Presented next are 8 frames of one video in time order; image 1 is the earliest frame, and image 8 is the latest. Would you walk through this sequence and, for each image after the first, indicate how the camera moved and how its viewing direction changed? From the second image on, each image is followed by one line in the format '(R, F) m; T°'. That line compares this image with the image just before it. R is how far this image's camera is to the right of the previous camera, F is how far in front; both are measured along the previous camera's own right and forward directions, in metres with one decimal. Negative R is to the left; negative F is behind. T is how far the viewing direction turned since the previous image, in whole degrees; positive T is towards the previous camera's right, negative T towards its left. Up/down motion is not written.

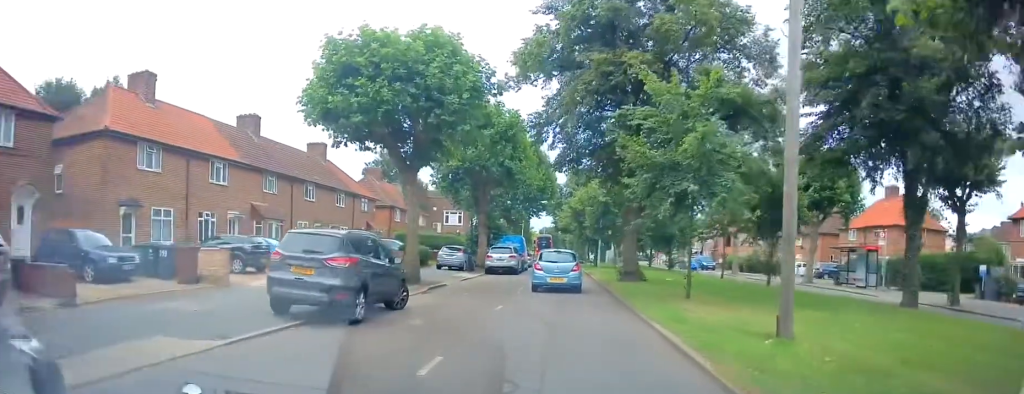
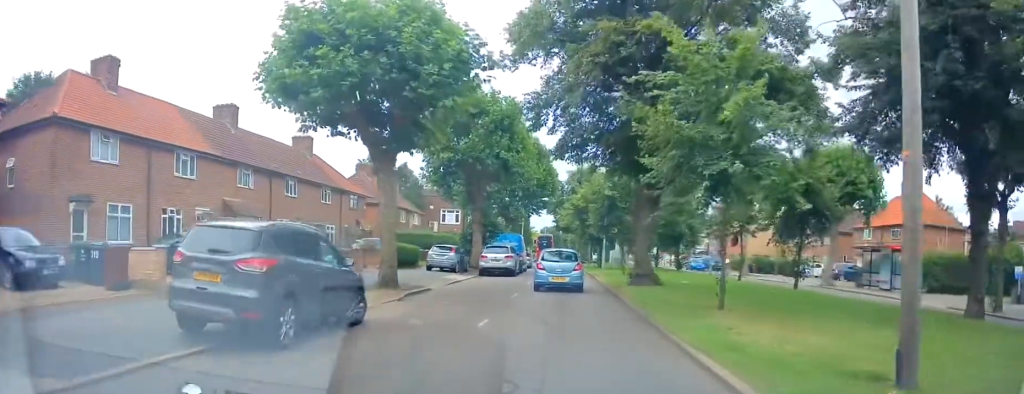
(+0.1, +2.8) m; +2°
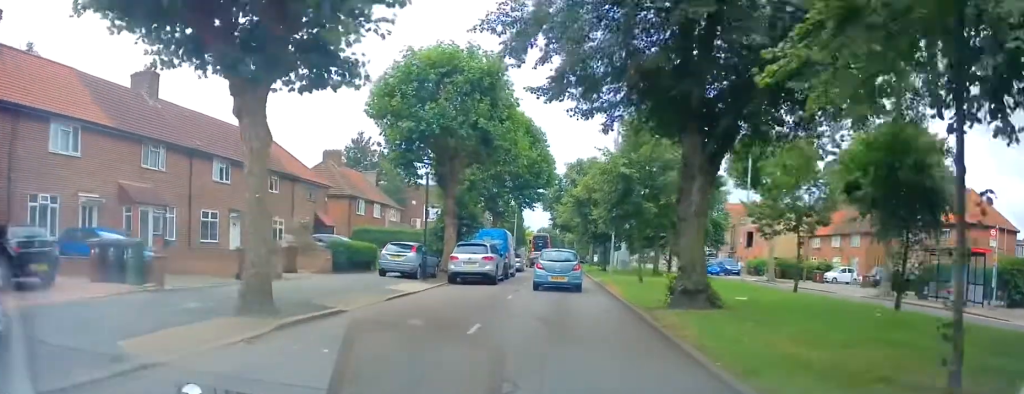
(+0.2, +7.6) m; +1°
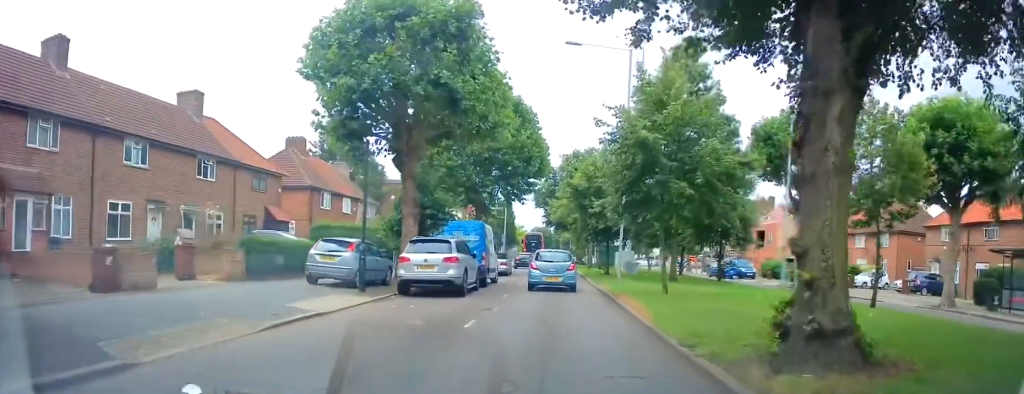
(0.0, +6.4) m; 0°
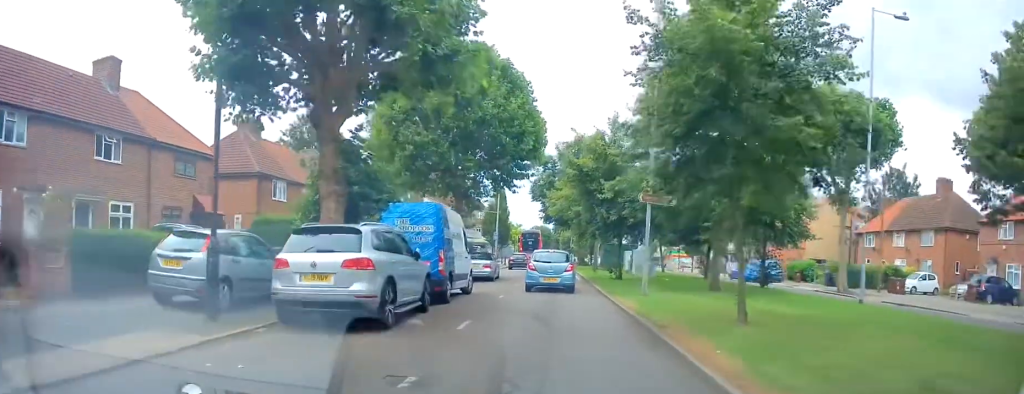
(0.0, +7.1) m; -1°
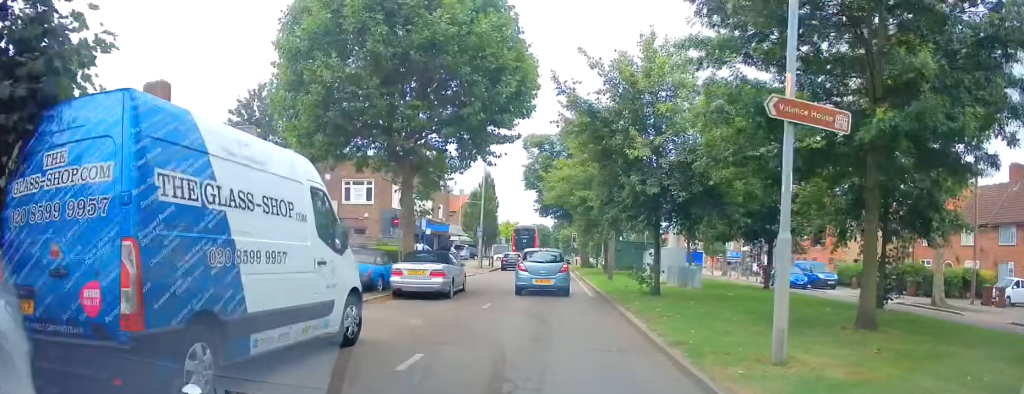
(-0.4, +9.9) m; -2°
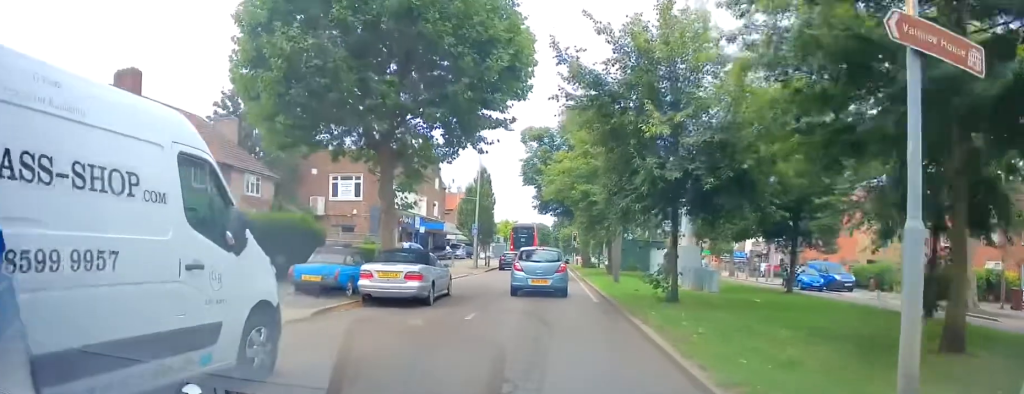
(+0.1, +2.3) m; +2°
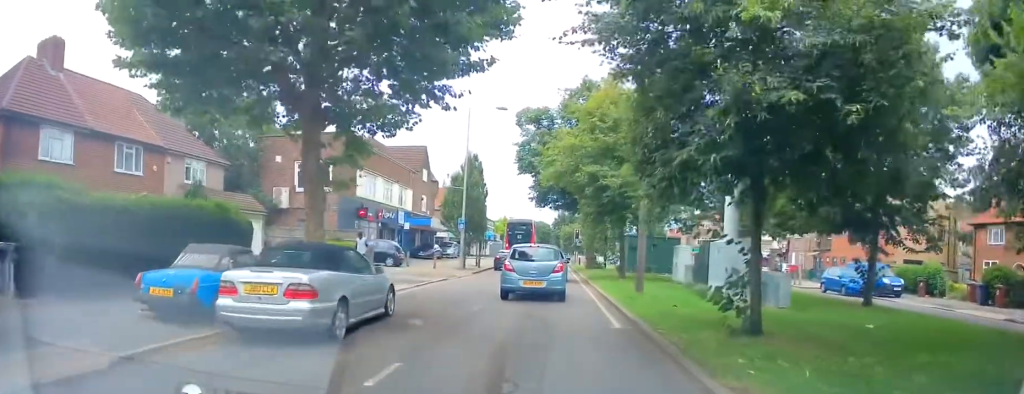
(+0.1, +5.2) m; +1°
